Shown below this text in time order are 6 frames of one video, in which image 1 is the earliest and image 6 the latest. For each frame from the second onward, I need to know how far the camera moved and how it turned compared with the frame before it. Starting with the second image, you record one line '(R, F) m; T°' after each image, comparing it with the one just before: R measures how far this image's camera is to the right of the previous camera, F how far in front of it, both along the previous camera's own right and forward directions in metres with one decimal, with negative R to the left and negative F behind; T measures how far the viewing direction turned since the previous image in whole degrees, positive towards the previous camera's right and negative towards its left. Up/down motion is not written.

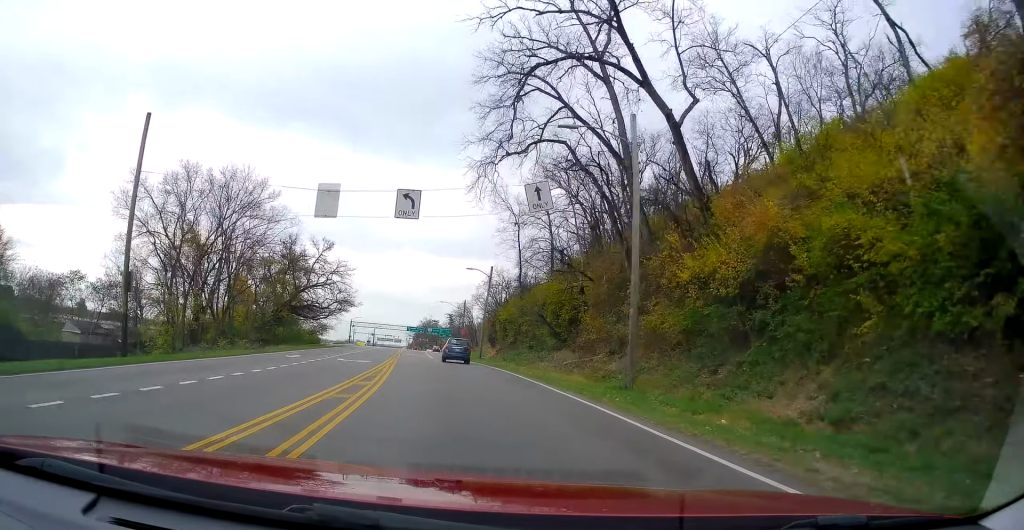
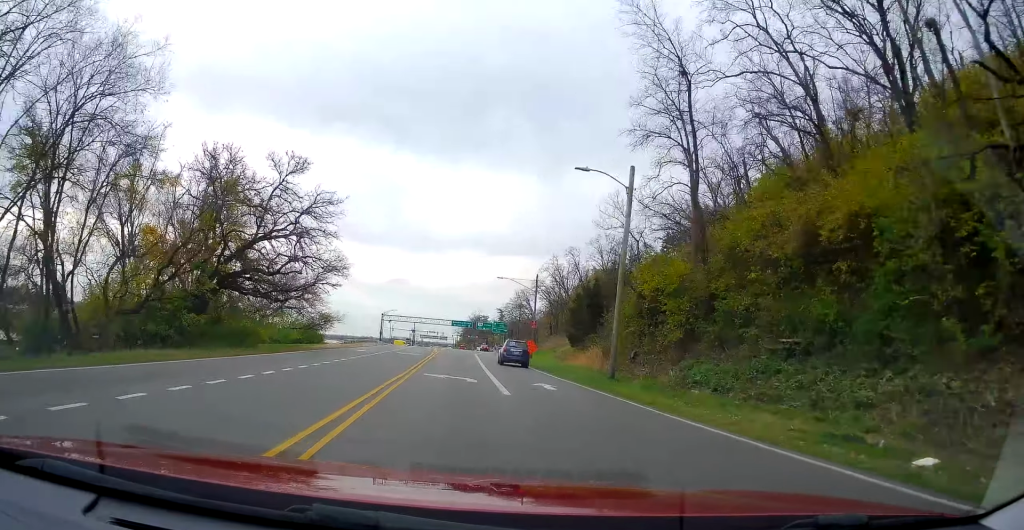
(-1.8, +35.0) m; -7°
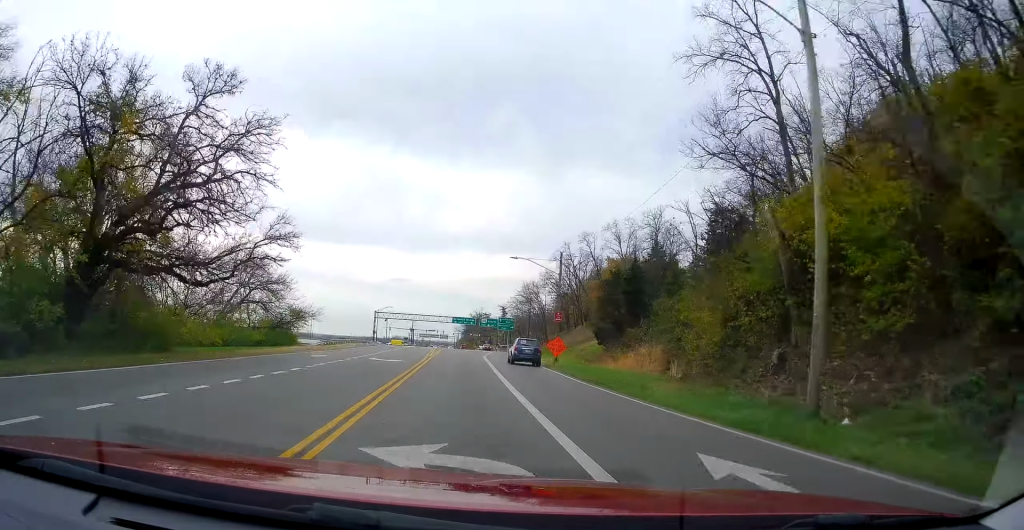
(-0.7, +14.9) m; -2°
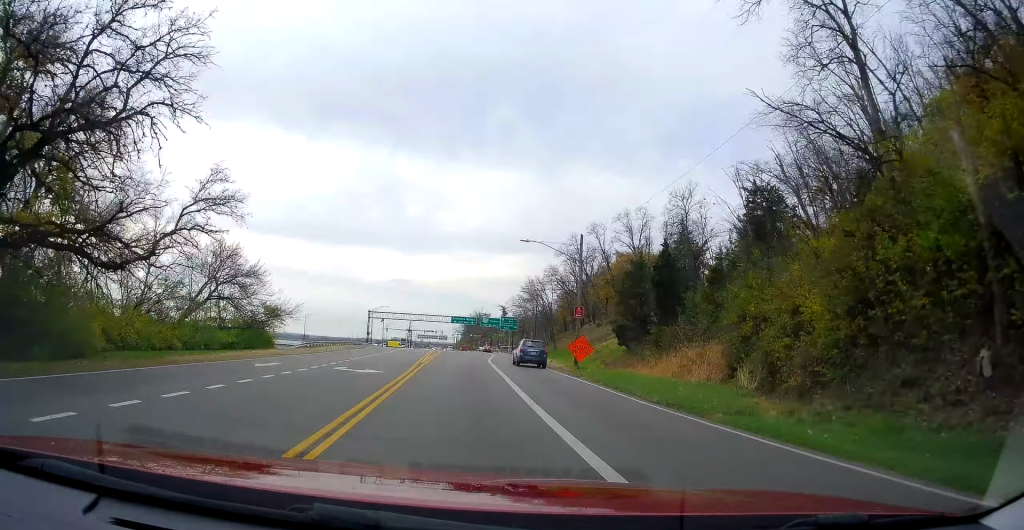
(+0.2, +8.6) m; -1°
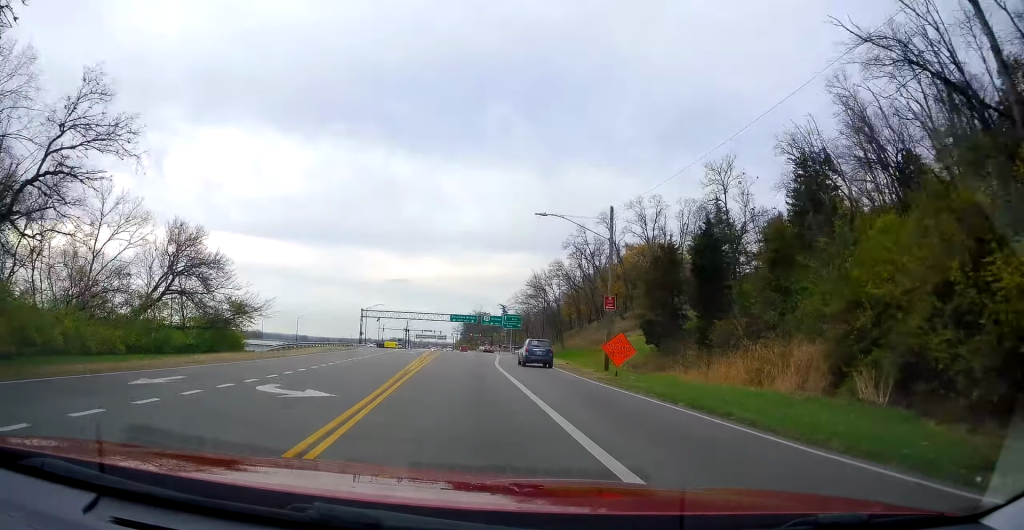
(+0.3, +8.6) m; -1°
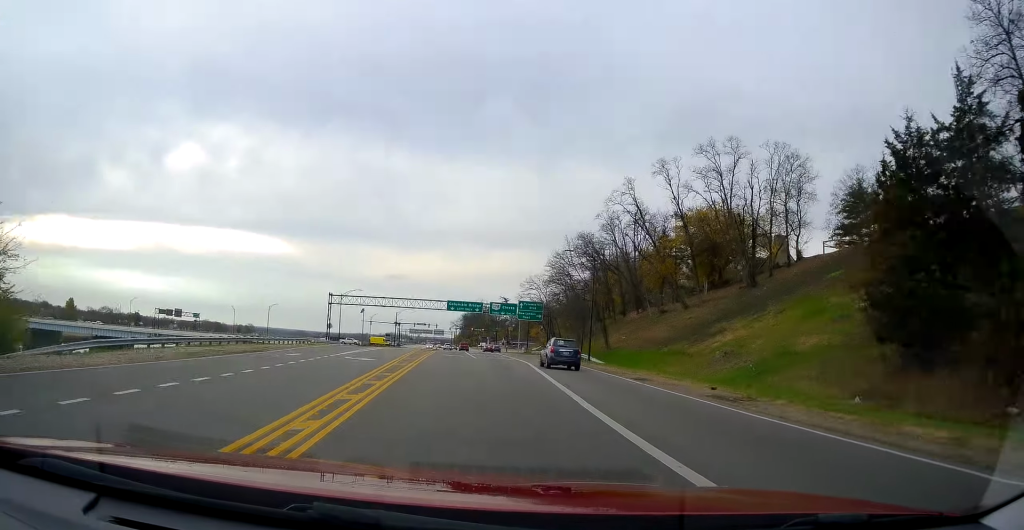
(-1.4, +28.4) m; -2°
